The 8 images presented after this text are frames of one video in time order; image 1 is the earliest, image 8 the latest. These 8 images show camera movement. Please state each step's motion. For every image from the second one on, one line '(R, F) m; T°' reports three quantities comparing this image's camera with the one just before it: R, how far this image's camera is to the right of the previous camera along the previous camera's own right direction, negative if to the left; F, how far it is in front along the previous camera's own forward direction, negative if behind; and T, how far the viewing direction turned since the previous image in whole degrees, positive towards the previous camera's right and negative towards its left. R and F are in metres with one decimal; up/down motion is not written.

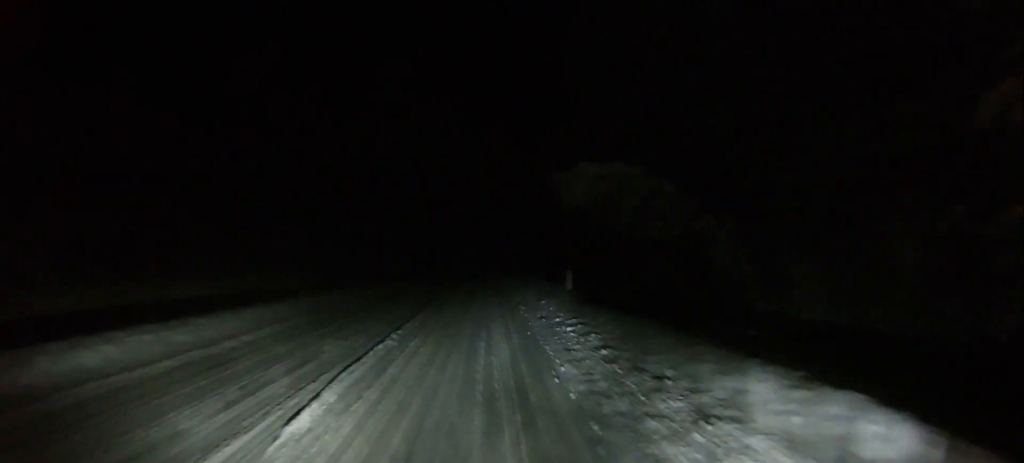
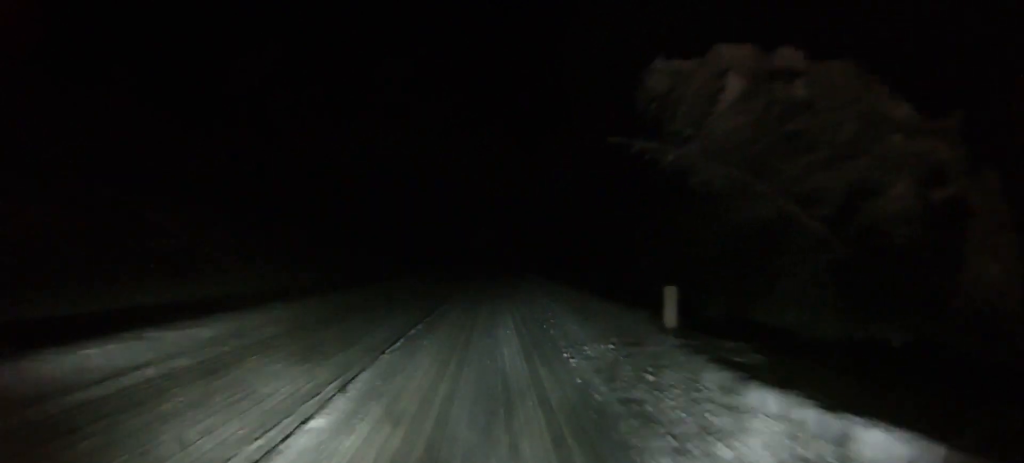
(-0.3, +16.3) m; -3°
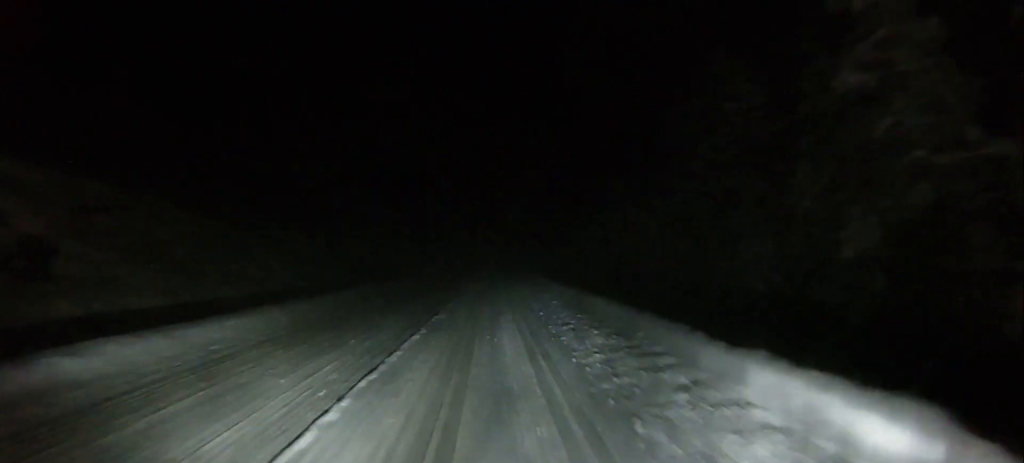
(-0.3, +12.9) m; 0°
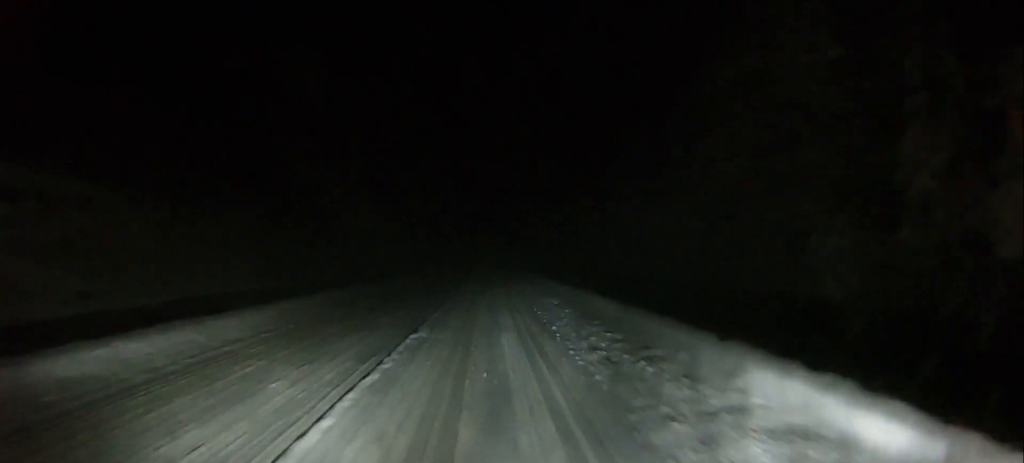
(0.0, +7.1) m; +1°
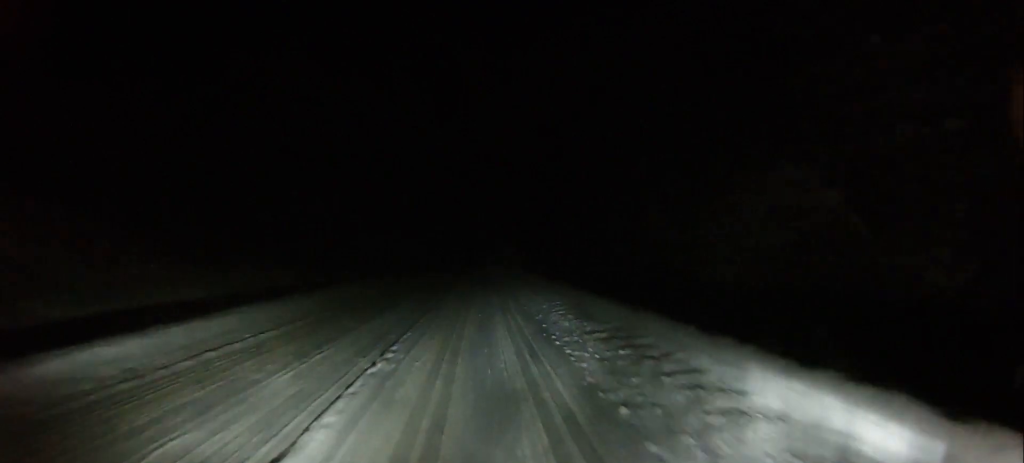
(+0.2, +13.0) m; +1°
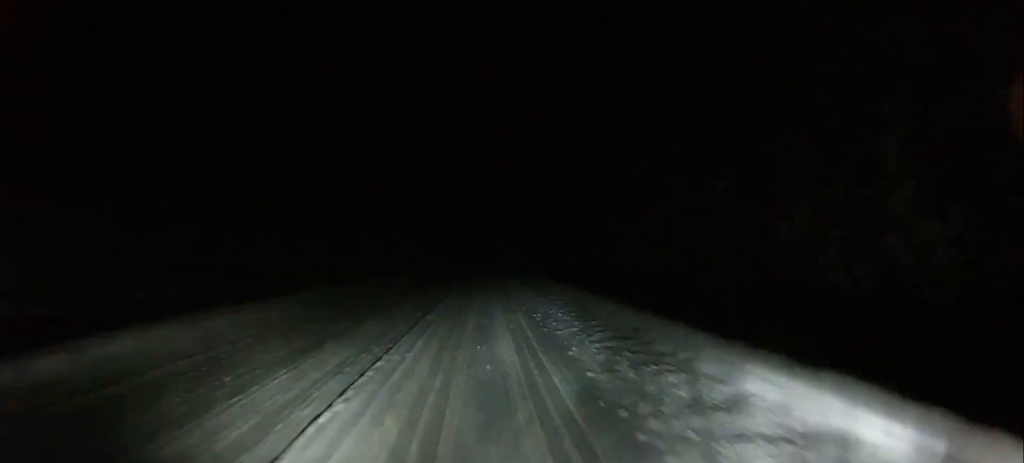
(+0.1, +10.1) m; 0°
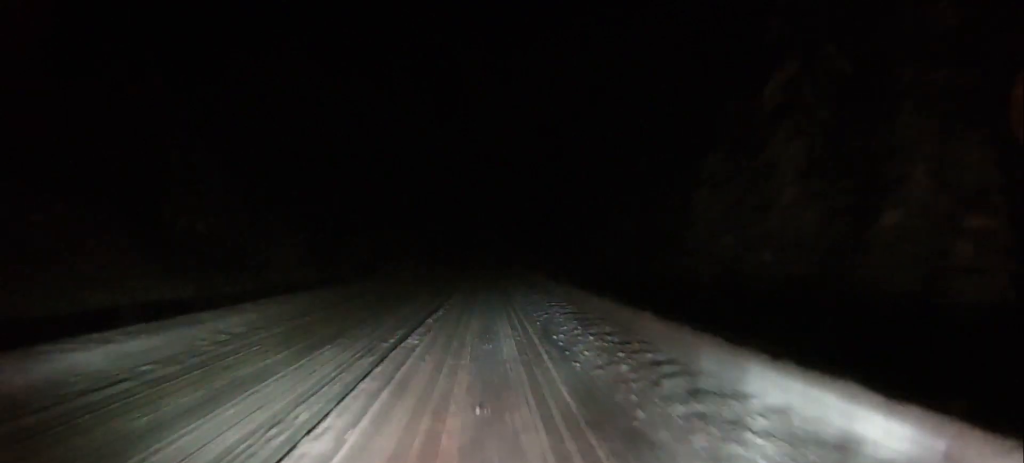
(+0.1, +7.2) m; -1°
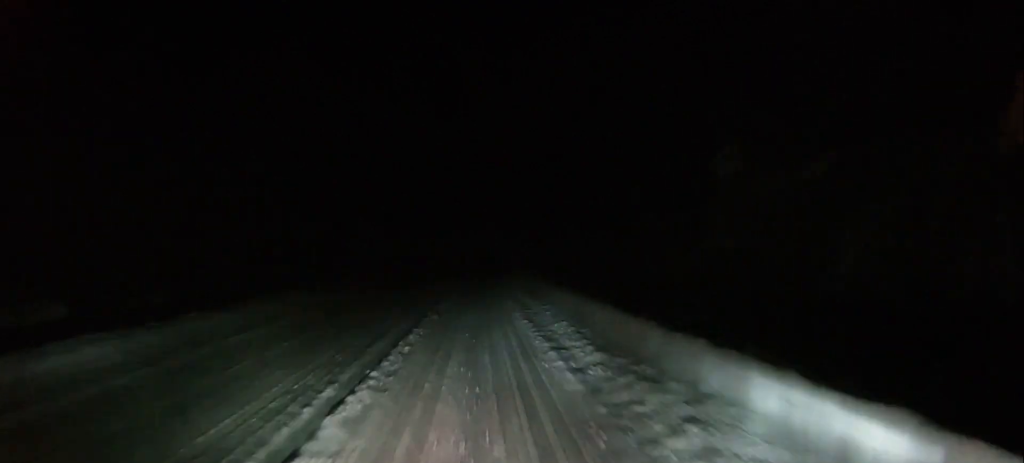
(+0.2, +33.7) m; +2°
